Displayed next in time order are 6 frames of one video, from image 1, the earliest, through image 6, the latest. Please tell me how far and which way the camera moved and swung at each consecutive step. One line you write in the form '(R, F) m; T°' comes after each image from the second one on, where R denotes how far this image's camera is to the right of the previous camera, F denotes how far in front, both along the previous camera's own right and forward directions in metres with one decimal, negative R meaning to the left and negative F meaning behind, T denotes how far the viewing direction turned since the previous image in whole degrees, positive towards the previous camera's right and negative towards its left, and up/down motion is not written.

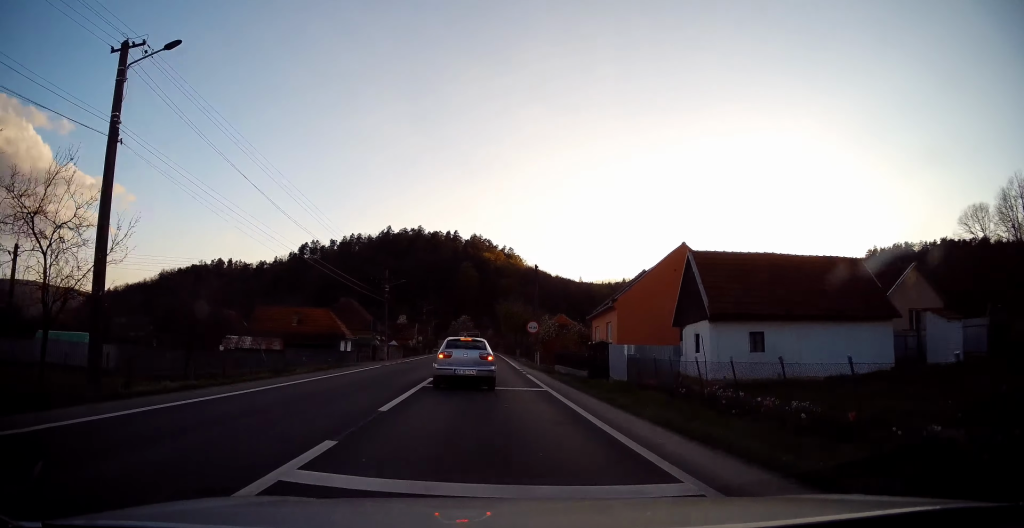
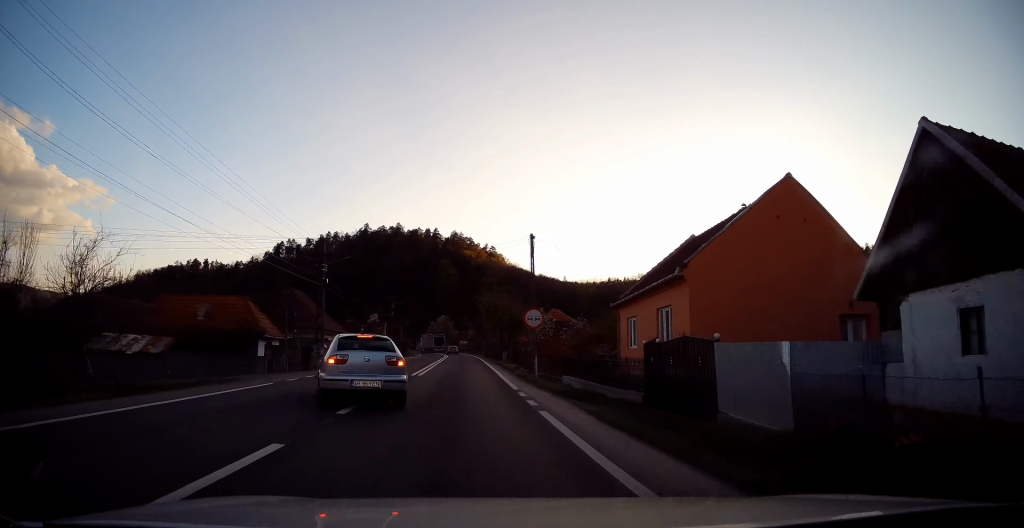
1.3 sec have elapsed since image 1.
(-0.4, +13.6) m; -1°
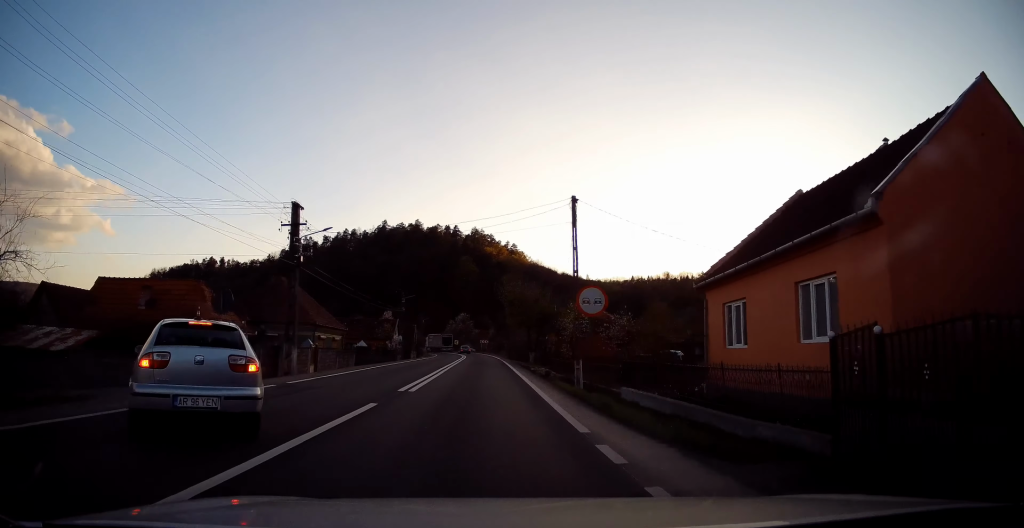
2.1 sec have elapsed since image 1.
(+0.1, +8.1) m; +1°
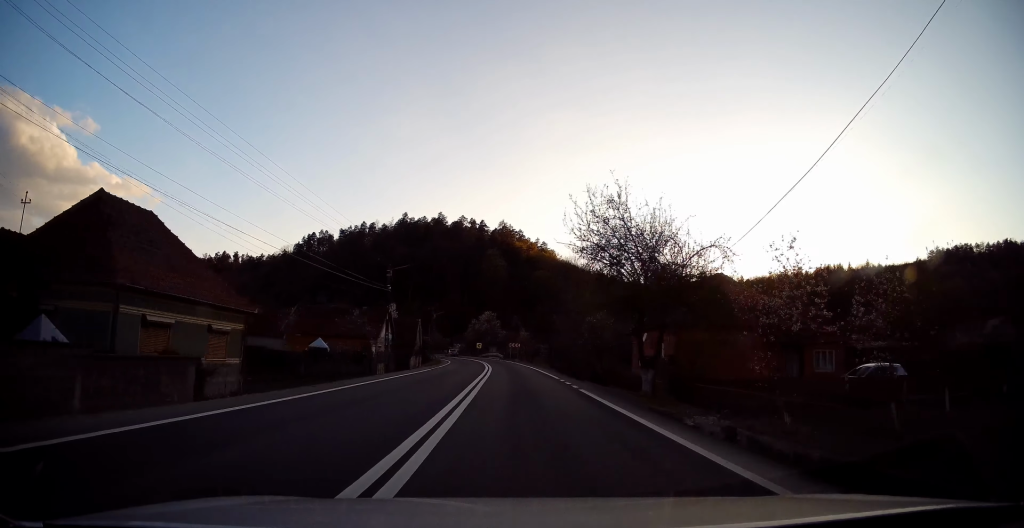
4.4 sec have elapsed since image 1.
(-0.2, +24.1) m; -3°
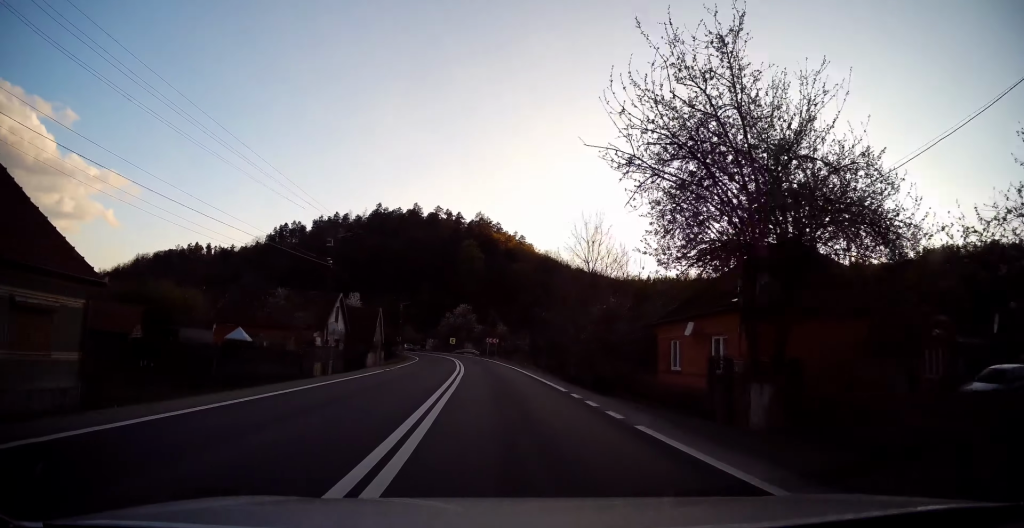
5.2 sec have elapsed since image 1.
(-0.1, +8.6) m; 0°
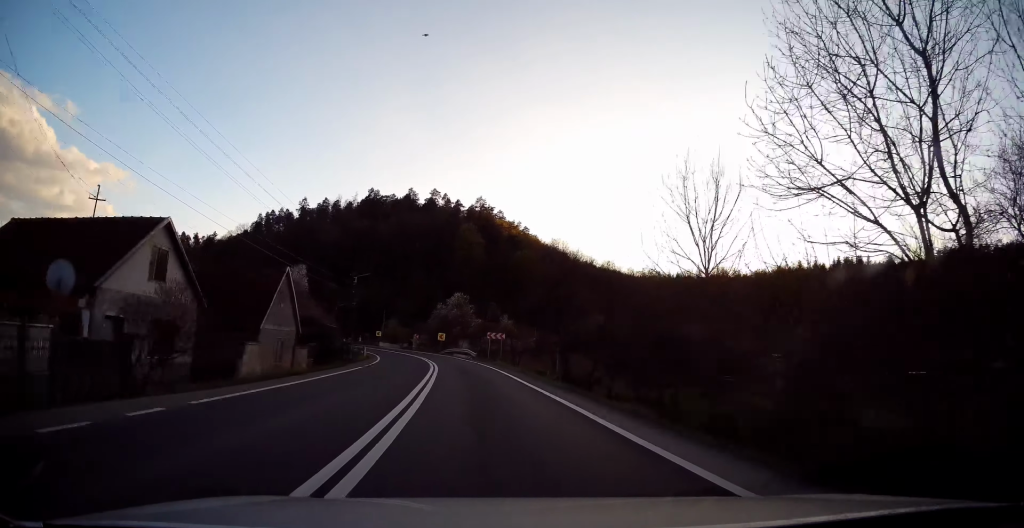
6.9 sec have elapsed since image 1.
(+0.7, +21.8) m; +2°
